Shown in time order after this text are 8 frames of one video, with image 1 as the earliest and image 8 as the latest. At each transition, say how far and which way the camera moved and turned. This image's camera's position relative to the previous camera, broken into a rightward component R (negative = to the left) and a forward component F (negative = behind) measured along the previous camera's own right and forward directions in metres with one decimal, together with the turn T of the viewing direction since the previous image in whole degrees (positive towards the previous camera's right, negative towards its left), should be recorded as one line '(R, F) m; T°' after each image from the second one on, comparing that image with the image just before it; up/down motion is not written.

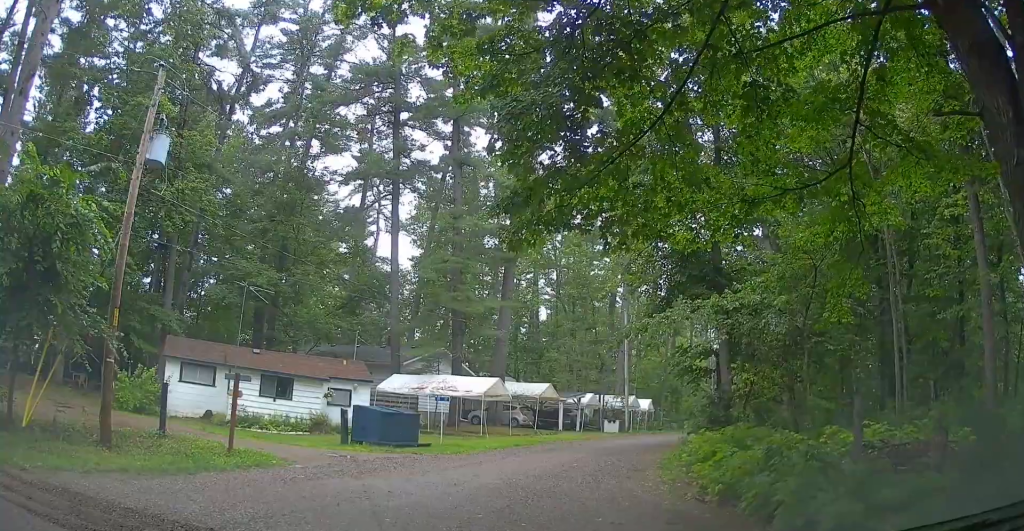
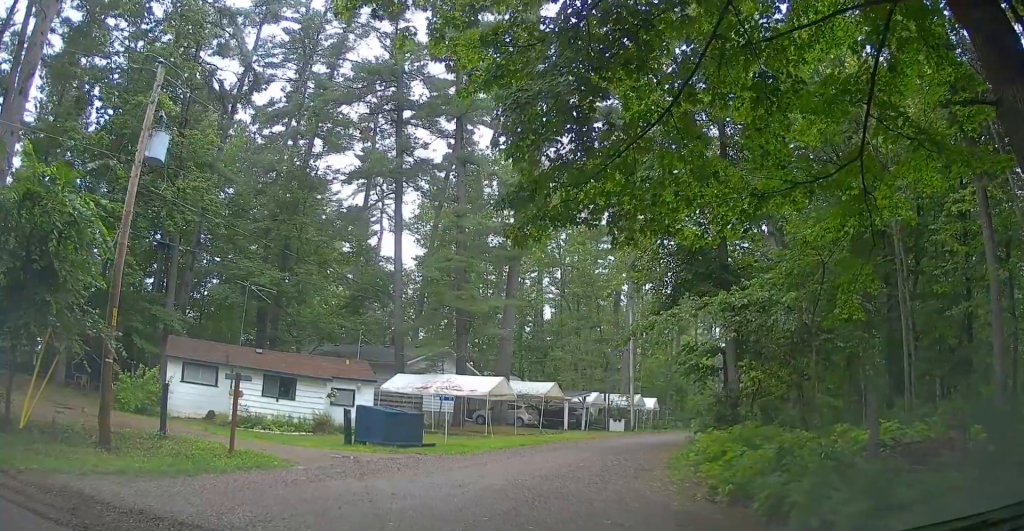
(0.0, 0.0) m; 0°
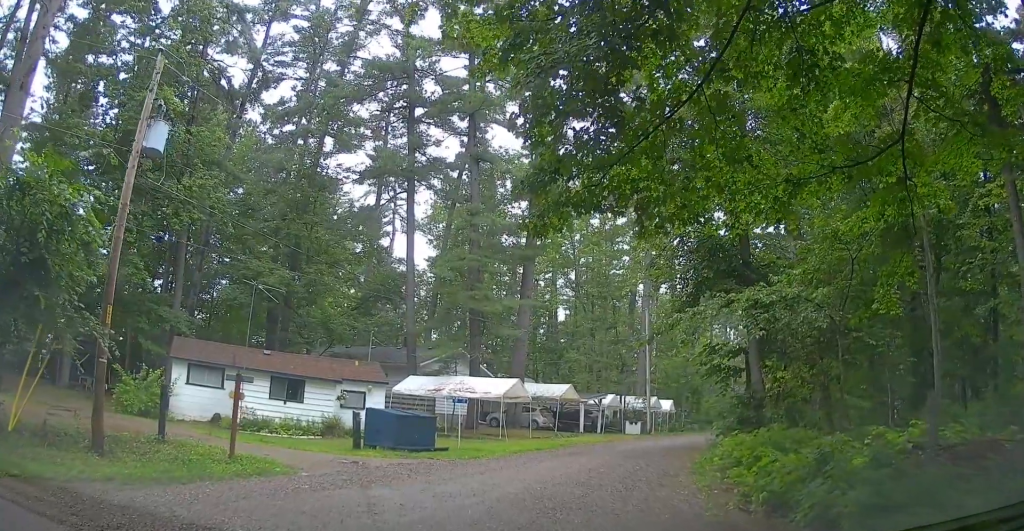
(0.0, +0.3) m; 0°
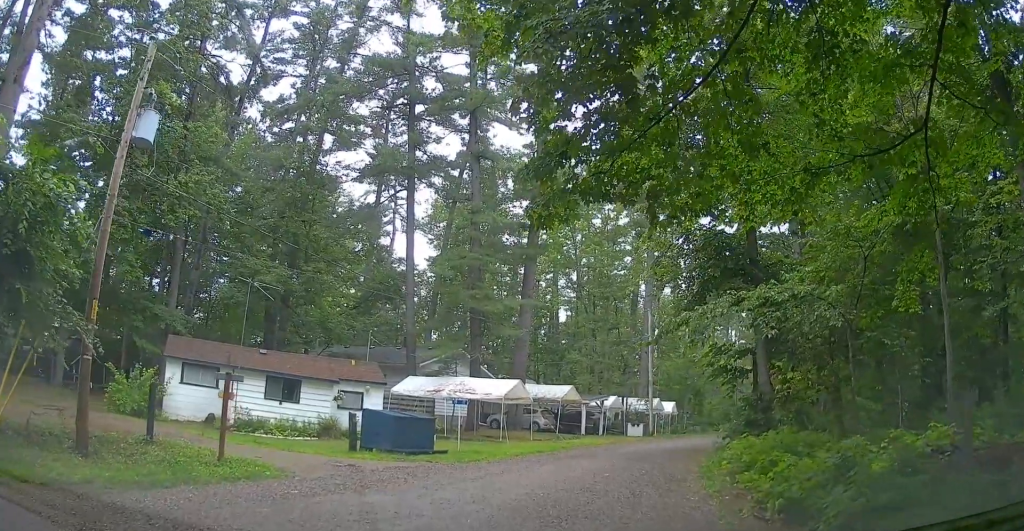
(0.0, +0.2) m; 0°
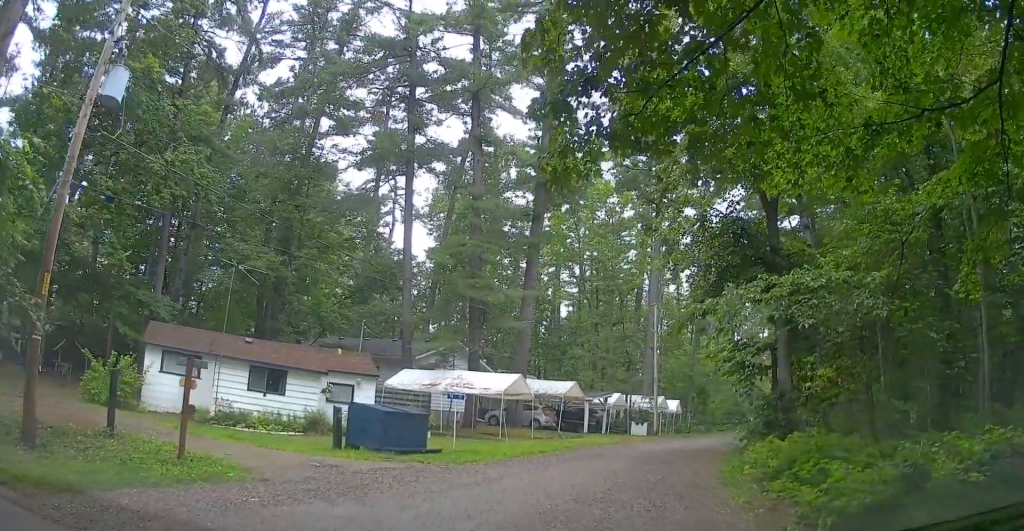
(0.0, +0.7) m; 0°
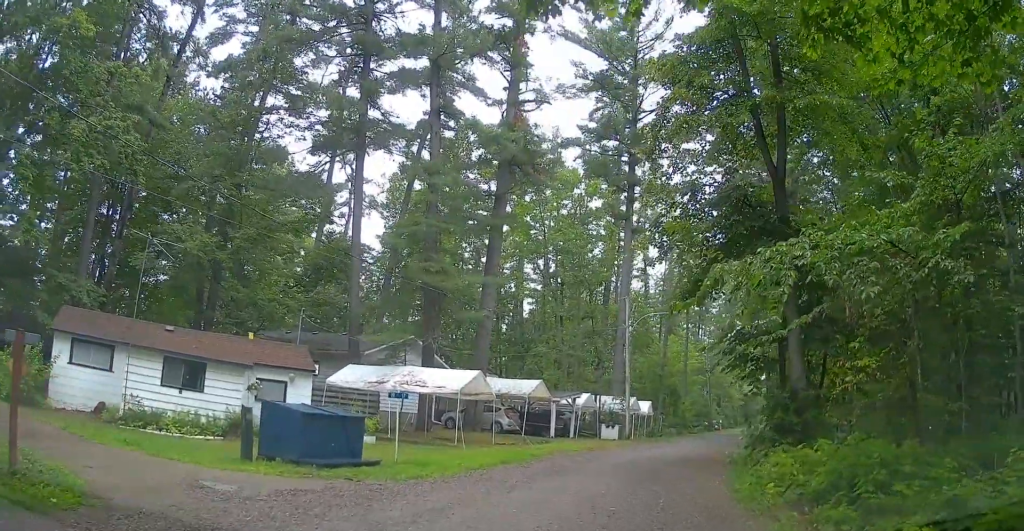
(0.0, +2.7) m; -1°
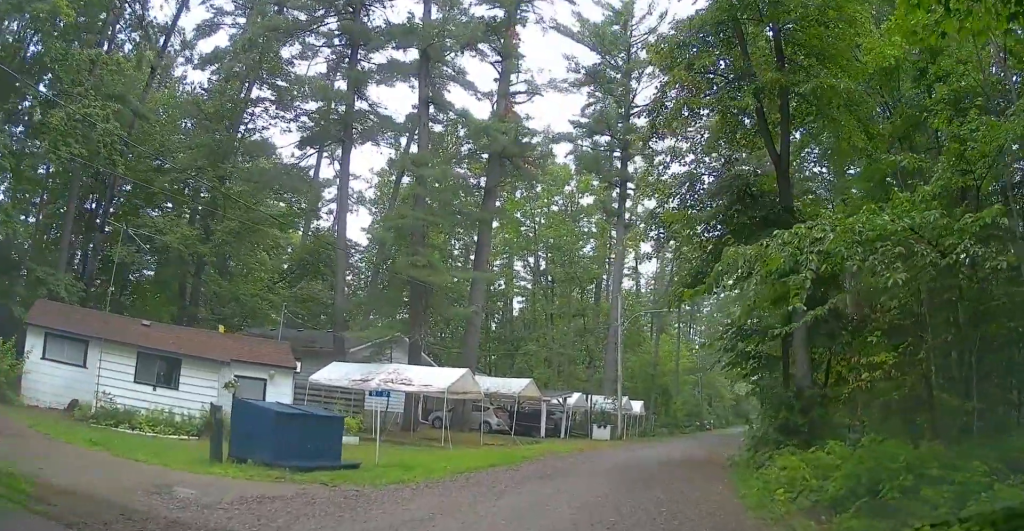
(0.0, +1.1) m; 0°
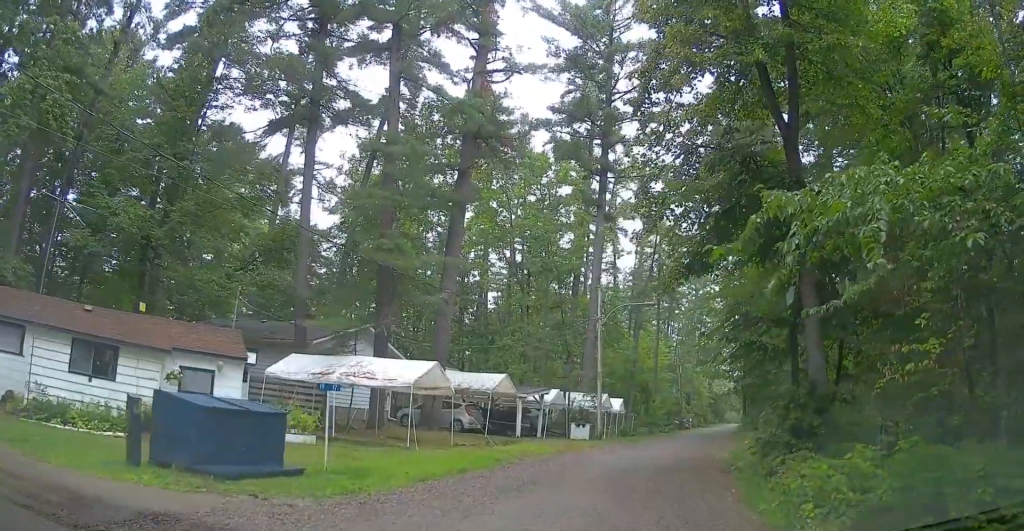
(0.0, +2.7) m; +2°
